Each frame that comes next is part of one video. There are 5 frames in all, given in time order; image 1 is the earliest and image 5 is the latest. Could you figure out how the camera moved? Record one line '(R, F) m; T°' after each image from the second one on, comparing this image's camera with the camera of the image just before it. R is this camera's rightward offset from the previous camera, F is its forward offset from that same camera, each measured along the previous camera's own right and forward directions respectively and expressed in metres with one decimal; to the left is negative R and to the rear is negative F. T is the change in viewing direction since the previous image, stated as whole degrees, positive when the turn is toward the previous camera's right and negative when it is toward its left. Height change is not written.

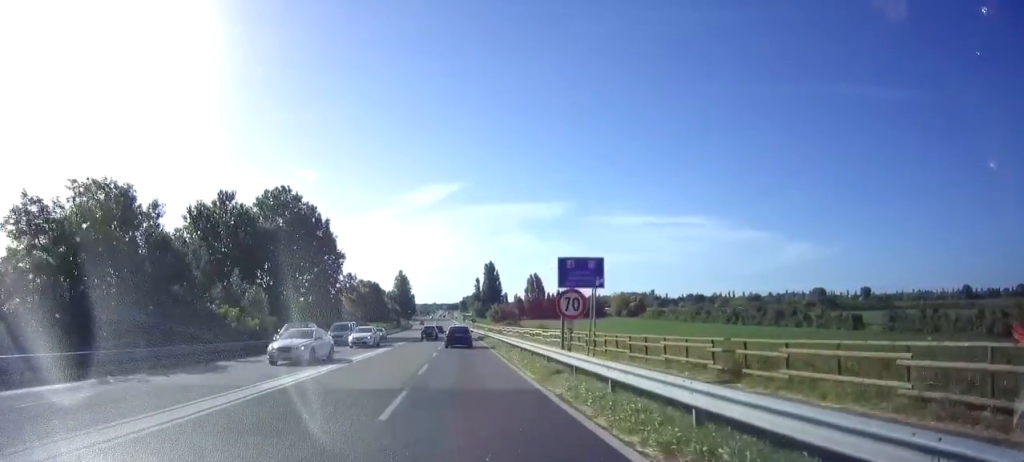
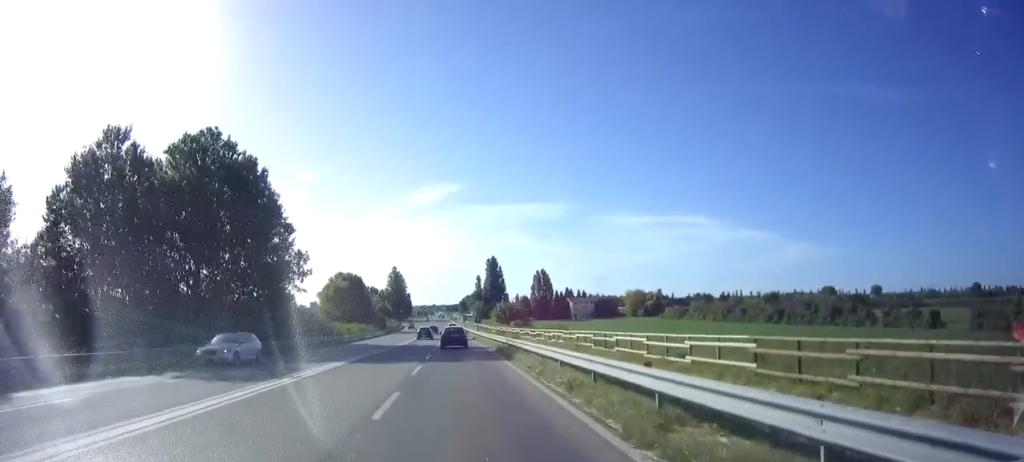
(+0.1, +23.7) m; 0°
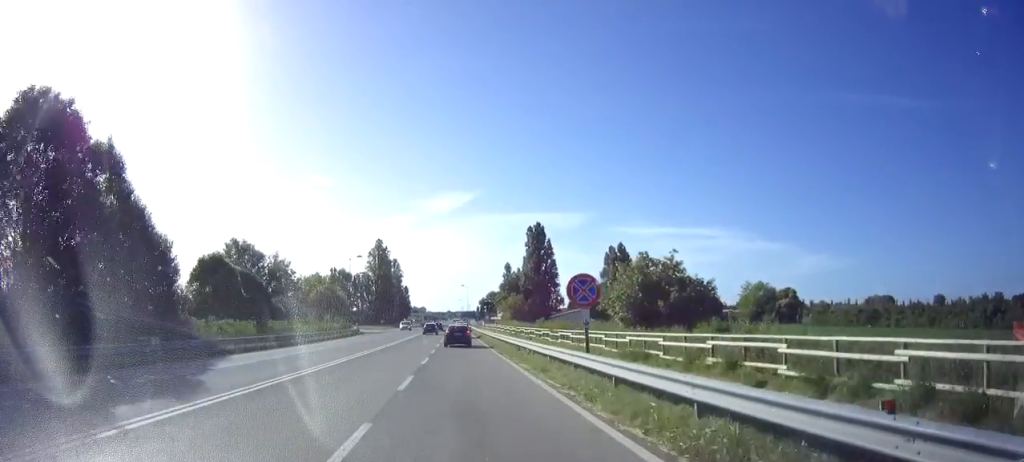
(-1.4, +93.9) m; -2°
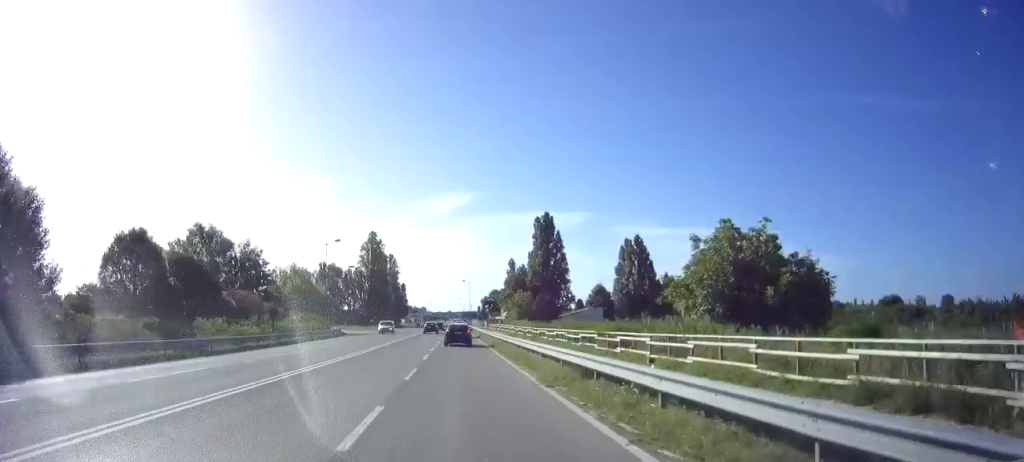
(0.0, +13.2) m; 0°
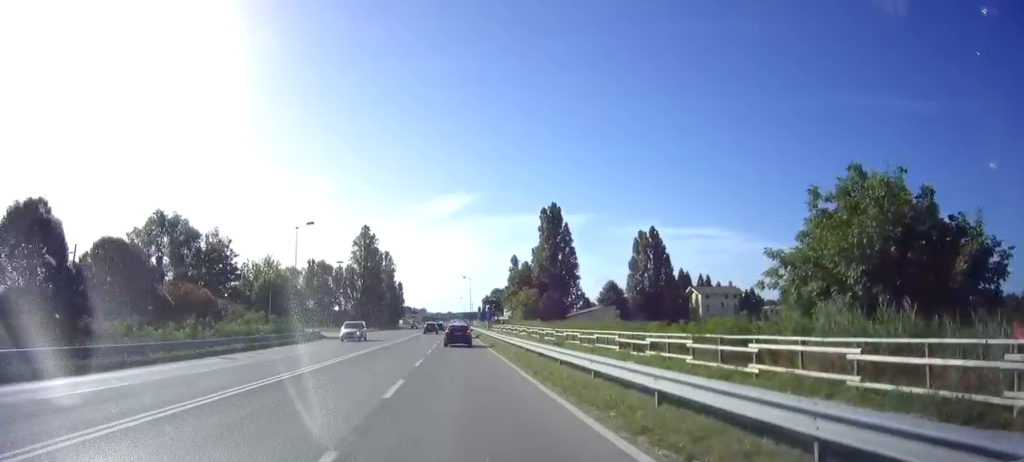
(-0.1, +10.7) m; 0°
